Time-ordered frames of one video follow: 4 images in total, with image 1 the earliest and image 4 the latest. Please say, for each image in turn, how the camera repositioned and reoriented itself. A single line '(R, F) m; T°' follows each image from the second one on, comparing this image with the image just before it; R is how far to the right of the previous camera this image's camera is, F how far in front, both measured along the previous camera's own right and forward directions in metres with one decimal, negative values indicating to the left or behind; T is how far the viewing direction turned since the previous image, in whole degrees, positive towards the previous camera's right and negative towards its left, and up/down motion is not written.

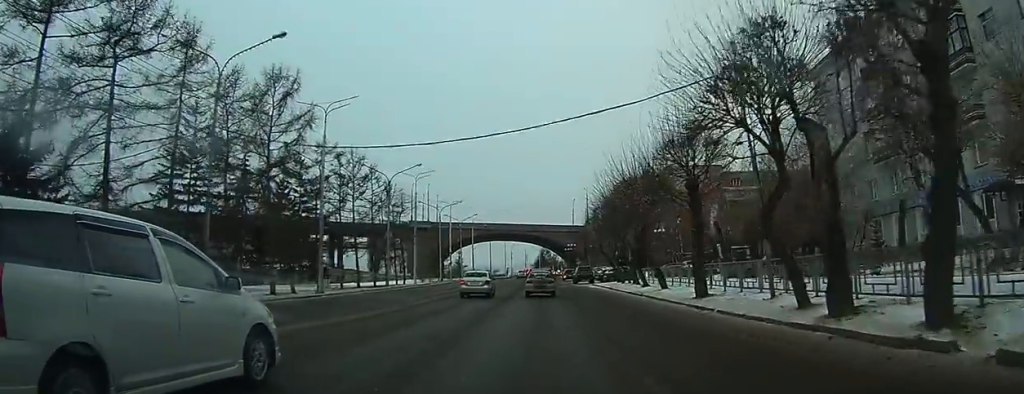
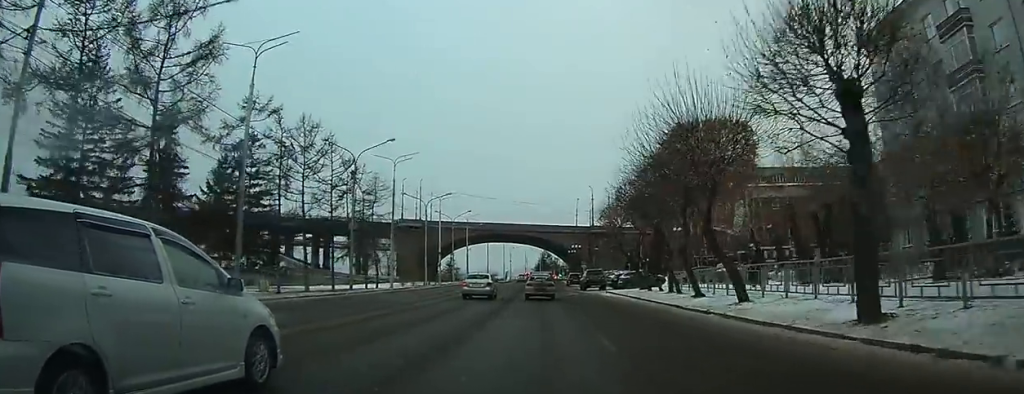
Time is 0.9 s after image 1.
(-0.3, +12.3) m; -1°
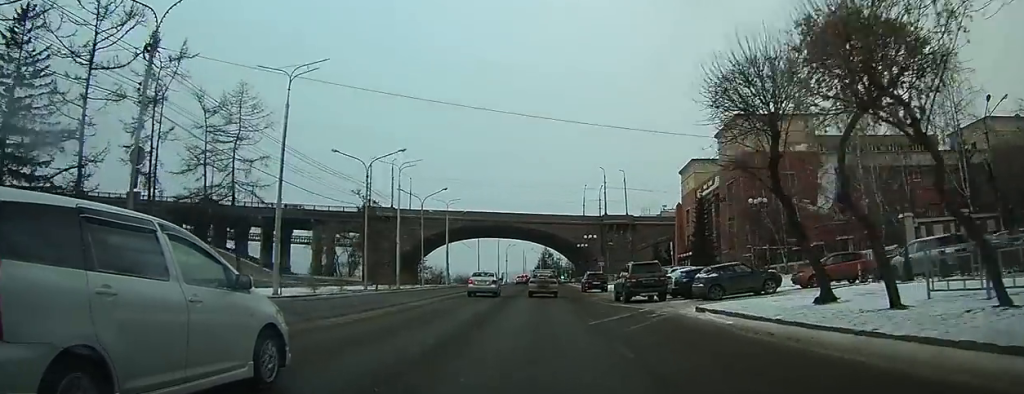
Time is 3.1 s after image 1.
(+0.1, +31.1) m; +1°
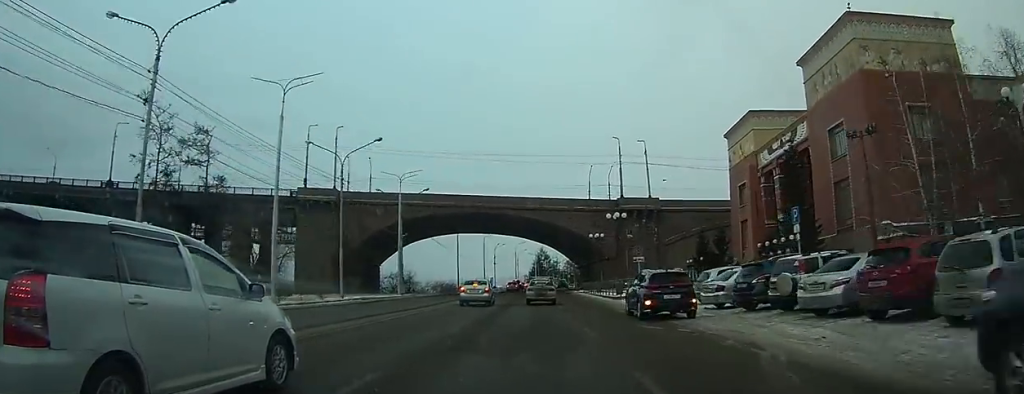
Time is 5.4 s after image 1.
(0.0, +27.2) m; 0°
